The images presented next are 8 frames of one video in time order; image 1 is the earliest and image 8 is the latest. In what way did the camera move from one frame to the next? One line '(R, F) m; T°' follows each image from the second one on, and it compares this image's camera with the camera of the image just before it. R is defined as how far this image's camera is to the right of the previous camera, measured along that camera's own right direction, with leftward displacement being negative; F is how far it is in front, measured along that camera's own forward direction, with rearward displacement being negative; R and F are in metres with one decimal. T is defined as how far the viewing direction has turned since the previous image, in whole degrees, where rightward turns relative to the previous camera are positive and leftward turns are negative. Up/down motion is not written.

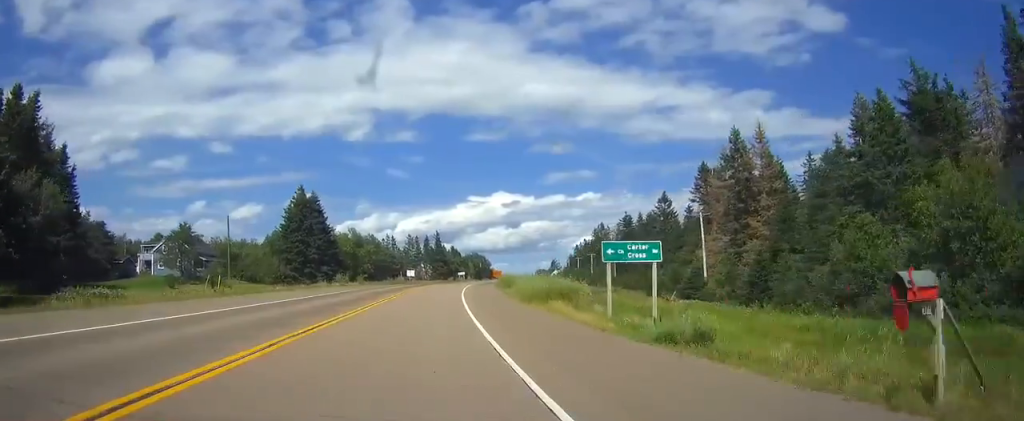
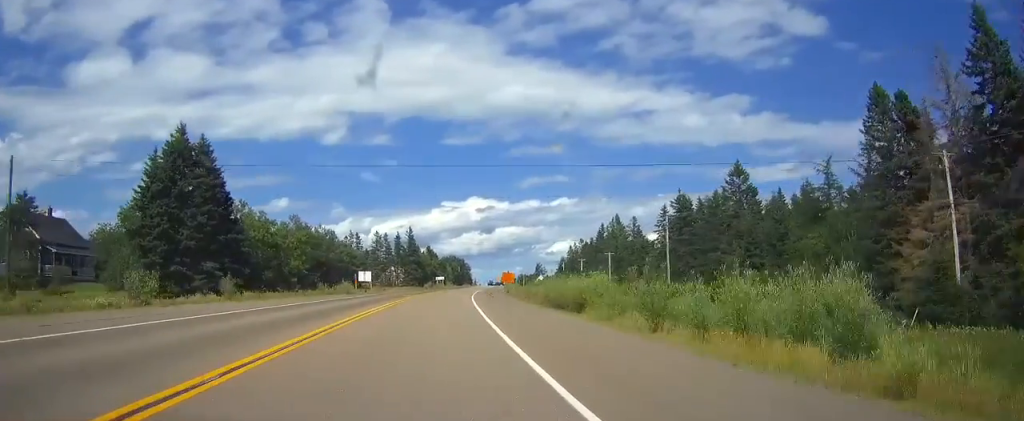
(+0.7, +42.8) m; +2°
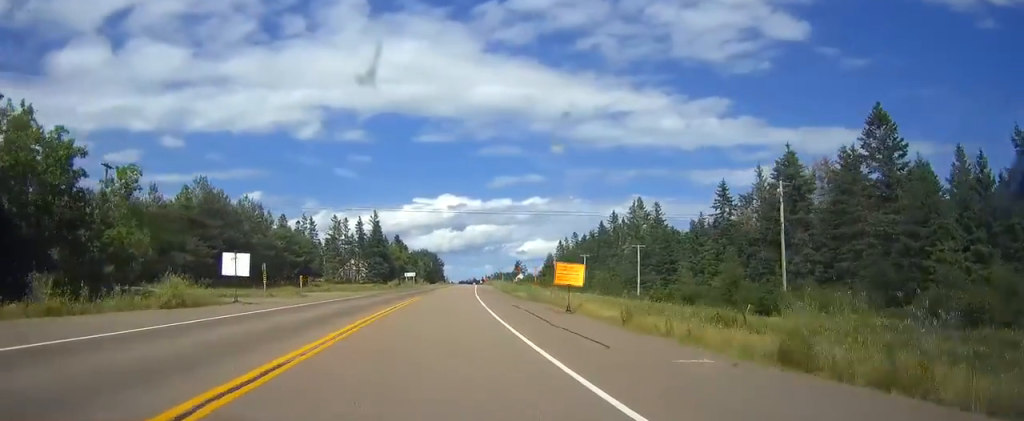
(+0.9, +37.6) m; +2°
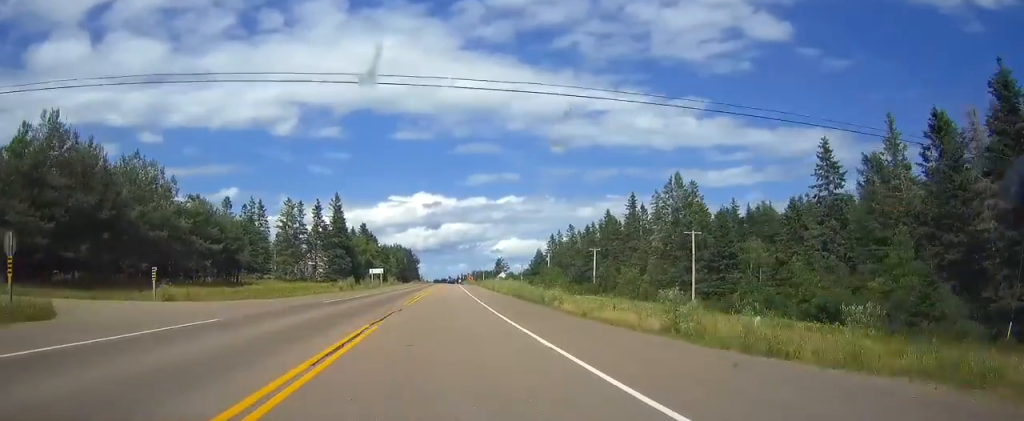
(+0.6, +31.7) m; +2°
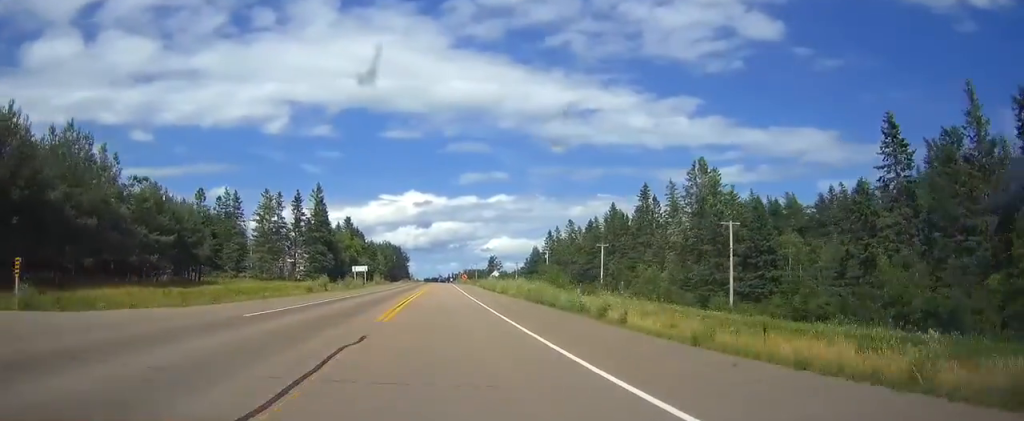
(+0.1, +12.4) m; +1°
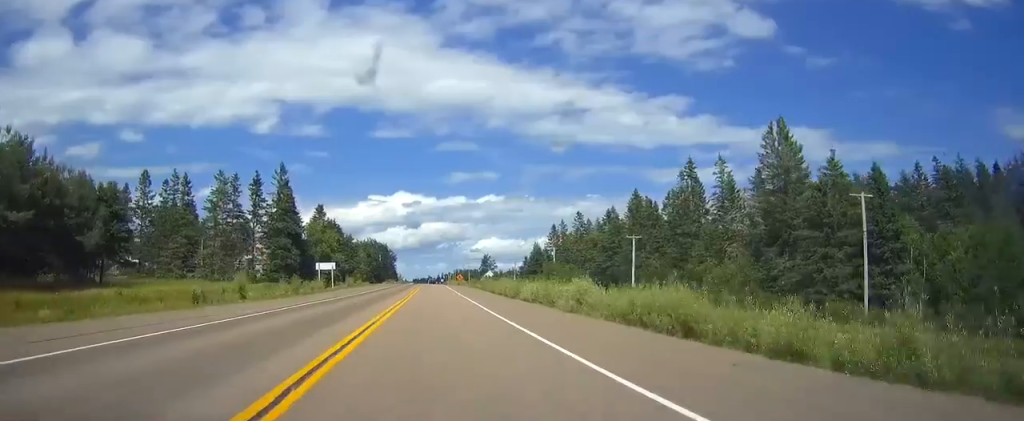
(+0.2, +23.9) m; +1°
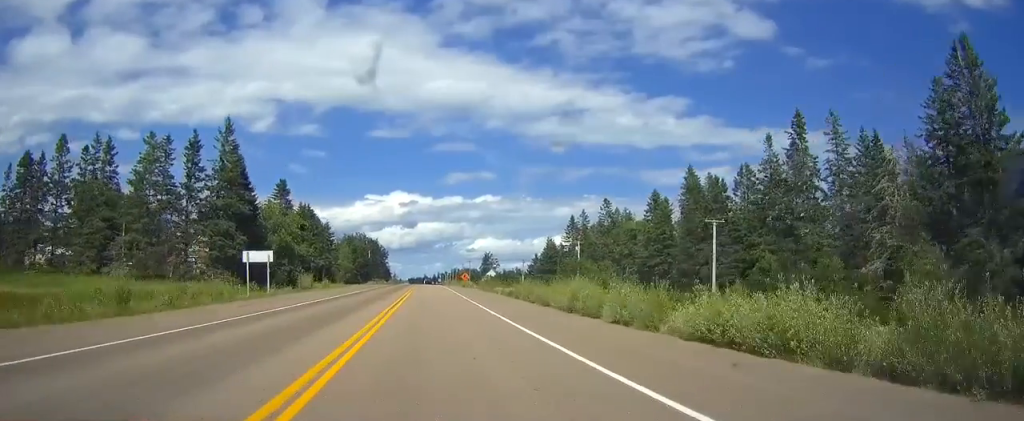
(+0.2, +28.7) m; +1°
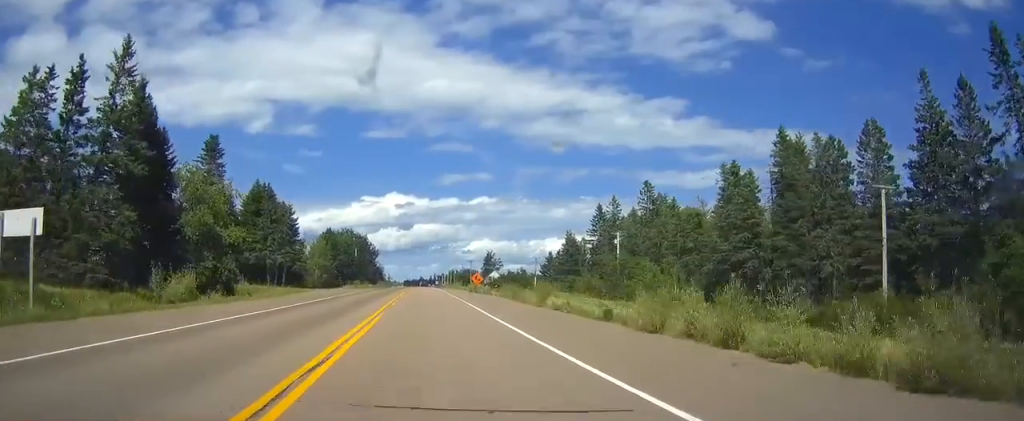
(+0.1, +28.7) m; 0°
